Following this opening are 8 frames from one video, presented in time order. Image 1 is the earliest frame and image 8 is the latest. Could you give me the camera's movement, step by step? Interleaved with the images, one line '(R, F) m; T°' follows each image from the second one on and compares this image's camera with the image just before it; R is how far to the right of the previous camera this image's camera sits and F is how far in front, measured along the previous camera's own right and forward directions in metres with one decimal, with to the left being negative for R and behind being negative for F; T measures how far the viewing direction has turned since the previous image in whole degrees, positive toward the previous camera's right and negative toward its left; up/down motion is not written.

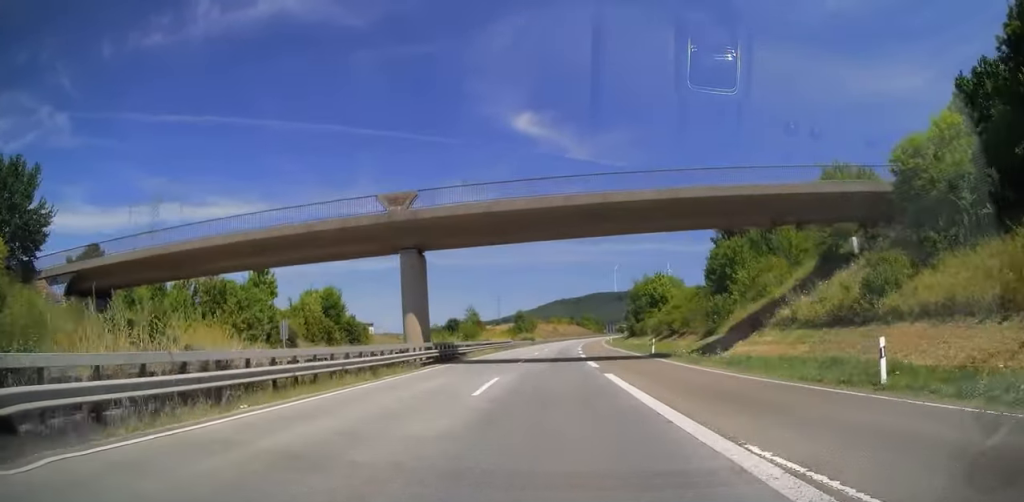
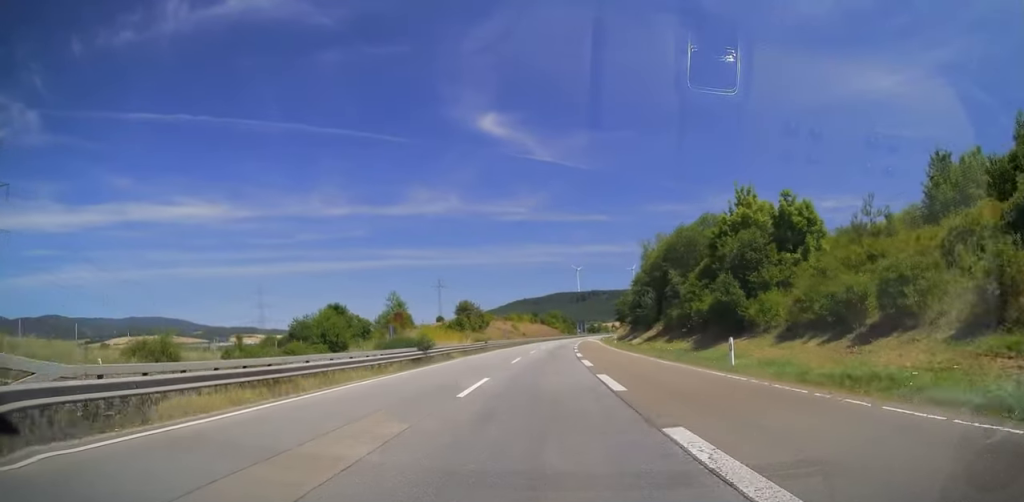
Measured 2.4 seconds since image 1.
(+1.9, +71.8) m; +3°
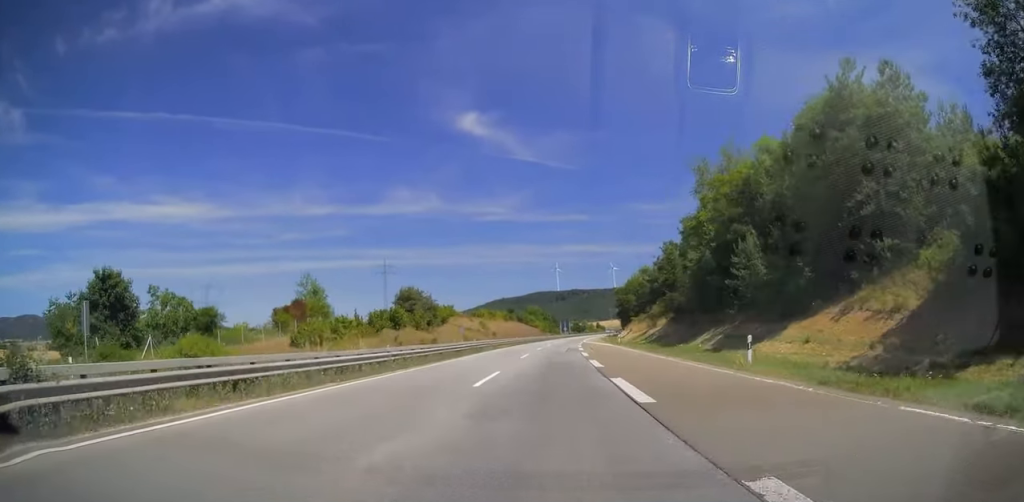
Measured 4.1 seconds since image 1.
(+0.7, +51.1) m; +2°
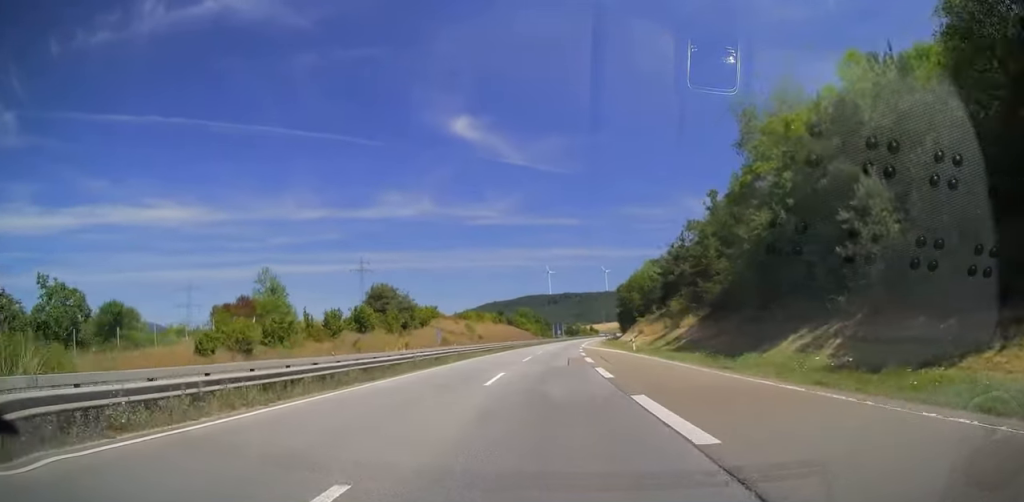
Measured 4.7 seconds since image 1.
(+0.2, +16.0) m; +1°
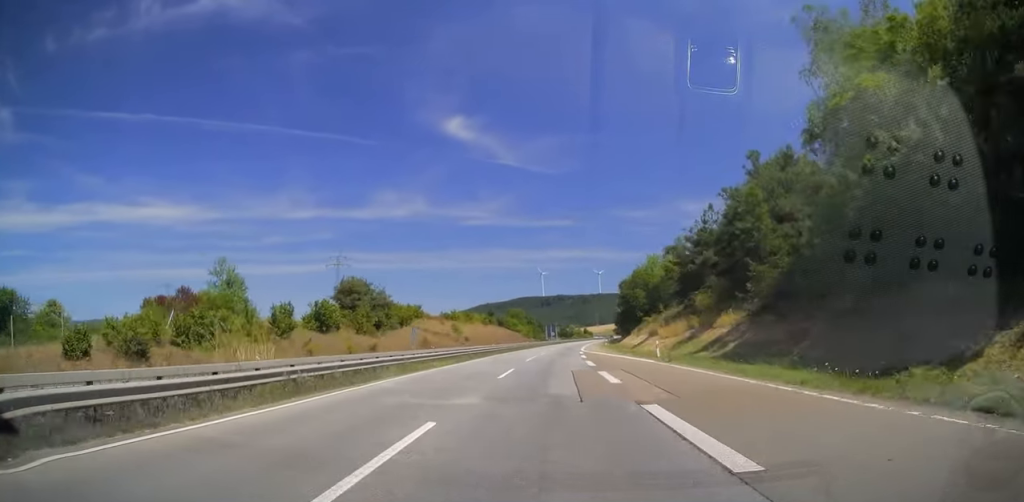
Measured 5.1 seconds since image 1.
(+0.2, +13.6) m; 0°
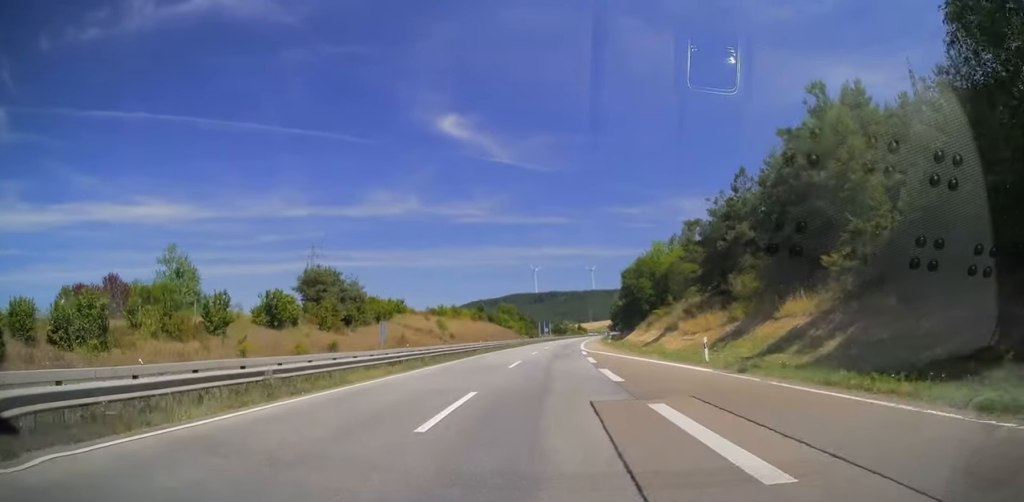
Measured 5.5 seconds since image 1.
(+0.1, +12.7) m; 0°
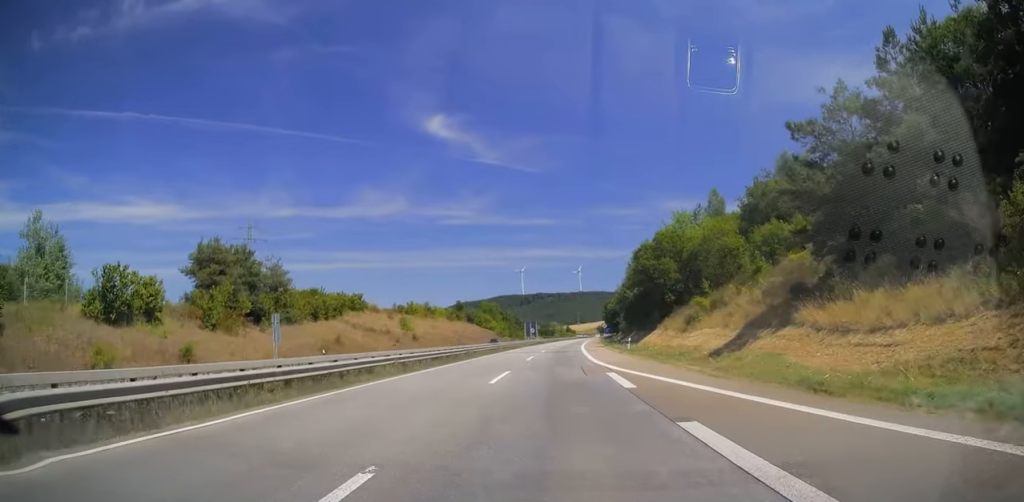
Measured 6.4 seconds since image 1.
(-0.4, +26.2) m; +1°
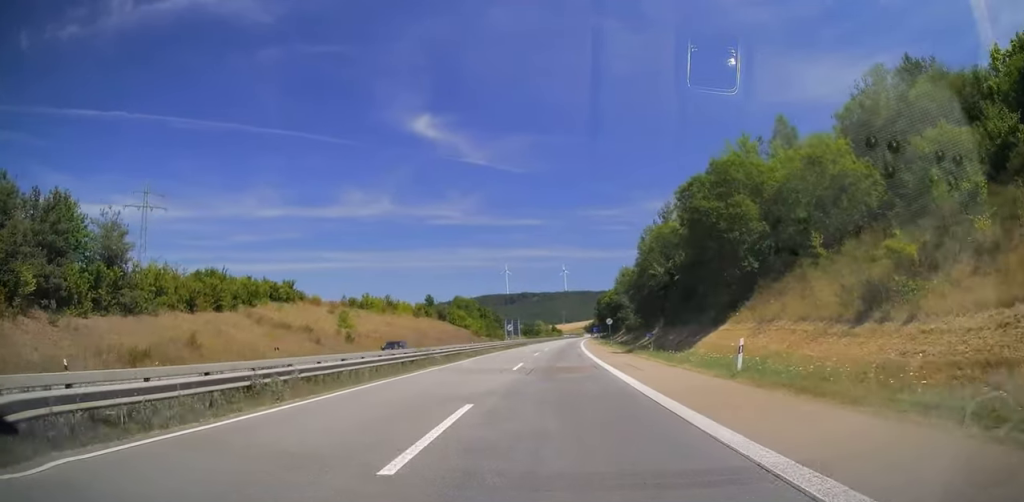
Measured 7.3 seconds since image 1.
(+0.9, +29.9) m; +2°
